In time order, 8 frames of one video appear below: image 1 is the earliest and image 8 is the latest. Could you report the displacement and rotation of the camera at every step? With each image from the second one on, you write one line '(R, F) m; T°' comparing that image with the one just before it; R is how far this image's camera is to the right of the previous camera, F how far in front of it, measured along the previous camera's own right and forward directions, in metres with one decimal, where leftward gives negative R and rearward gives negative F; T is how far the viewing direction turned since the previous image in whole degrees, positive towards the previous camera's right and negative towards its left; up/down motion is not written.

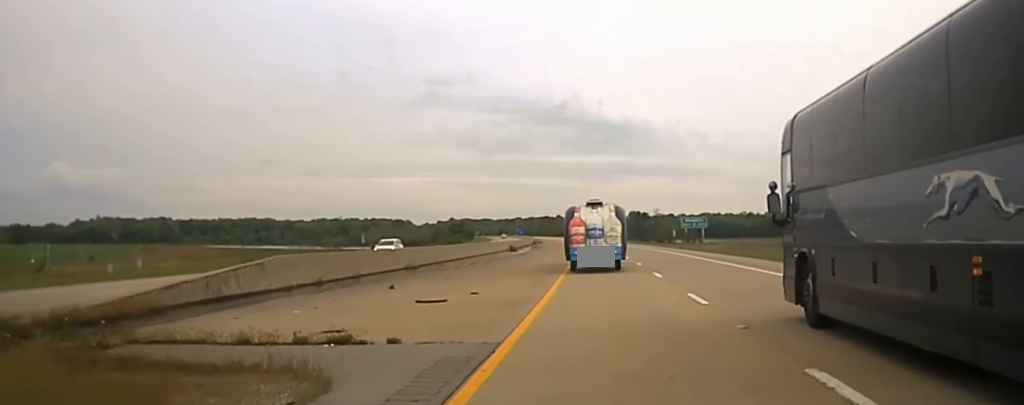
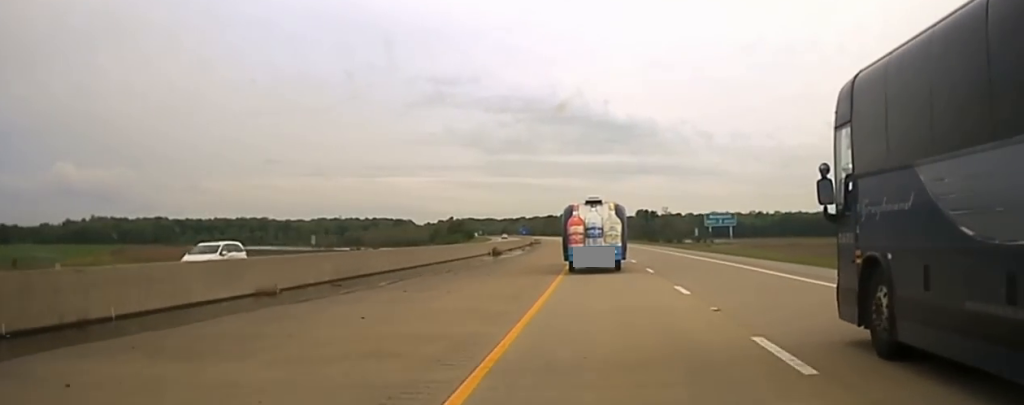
(-0.1, +21.7) m; 0°
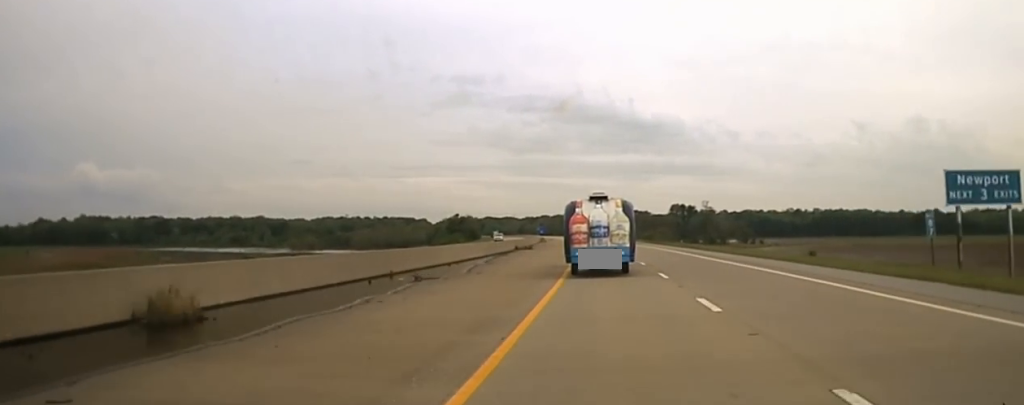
(0.0, +65.5) m; 0°
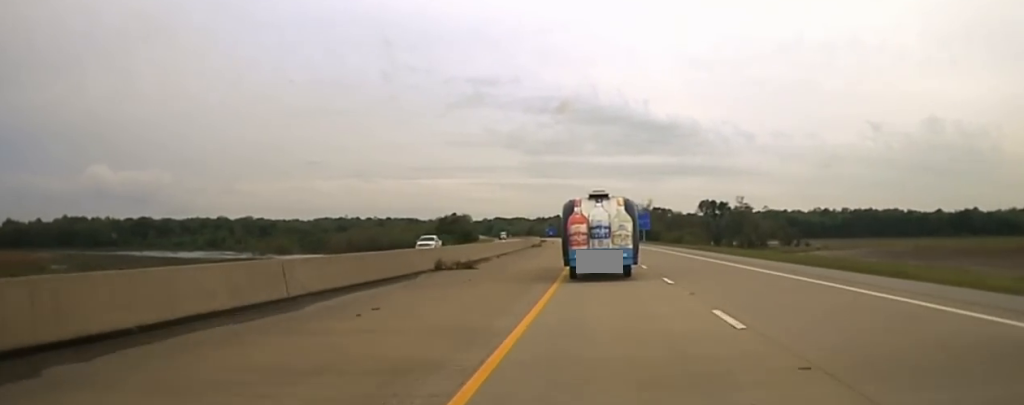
(0.0, +49.3) m; -1°
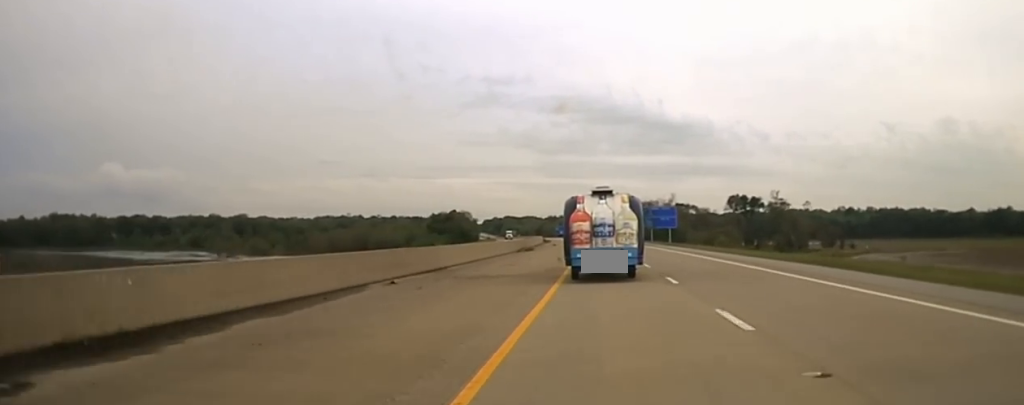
(-0.6, +36.8) m; -1°
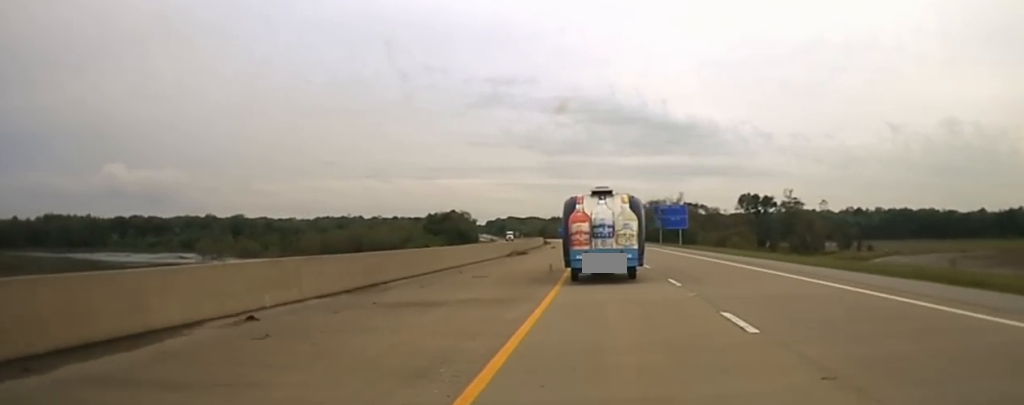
(0.0, +13.9) m; 0°
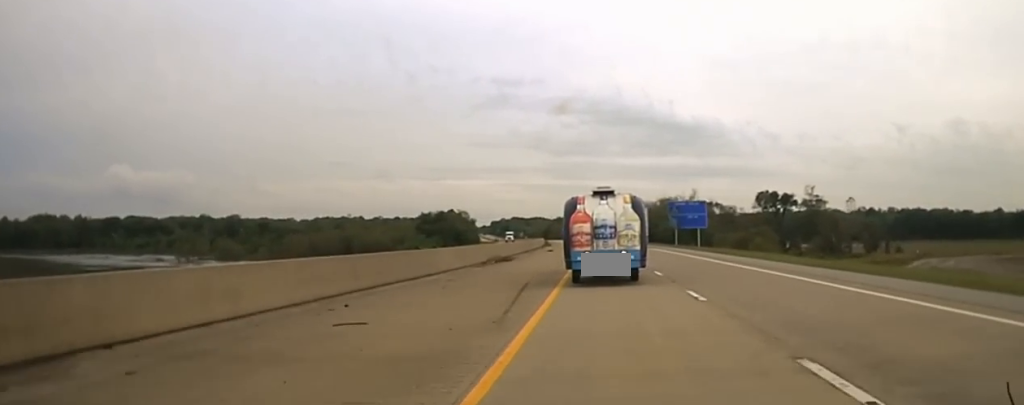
(+0.1, +13.4) m; 0°
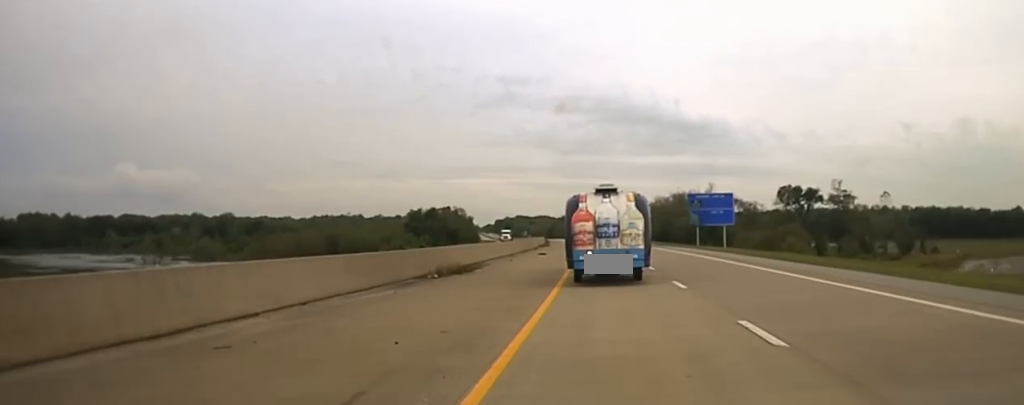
(-0.2, +23.5) m; -1°
